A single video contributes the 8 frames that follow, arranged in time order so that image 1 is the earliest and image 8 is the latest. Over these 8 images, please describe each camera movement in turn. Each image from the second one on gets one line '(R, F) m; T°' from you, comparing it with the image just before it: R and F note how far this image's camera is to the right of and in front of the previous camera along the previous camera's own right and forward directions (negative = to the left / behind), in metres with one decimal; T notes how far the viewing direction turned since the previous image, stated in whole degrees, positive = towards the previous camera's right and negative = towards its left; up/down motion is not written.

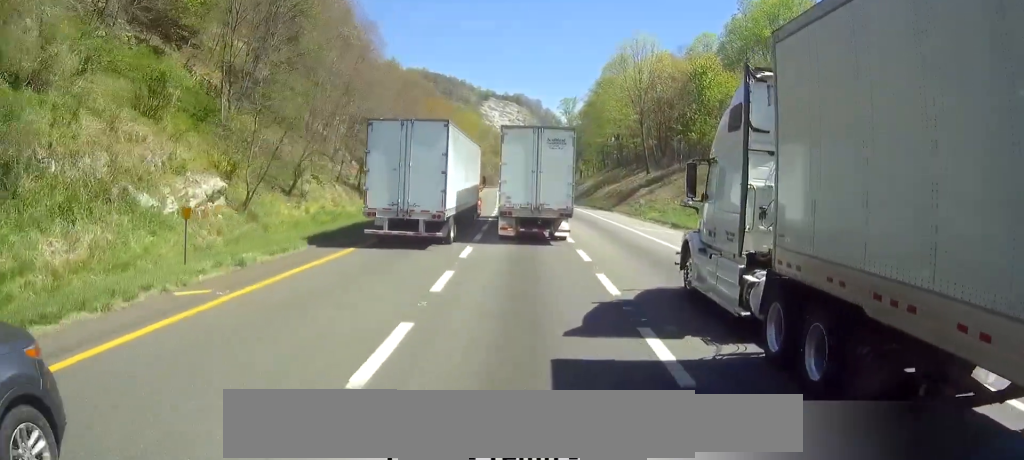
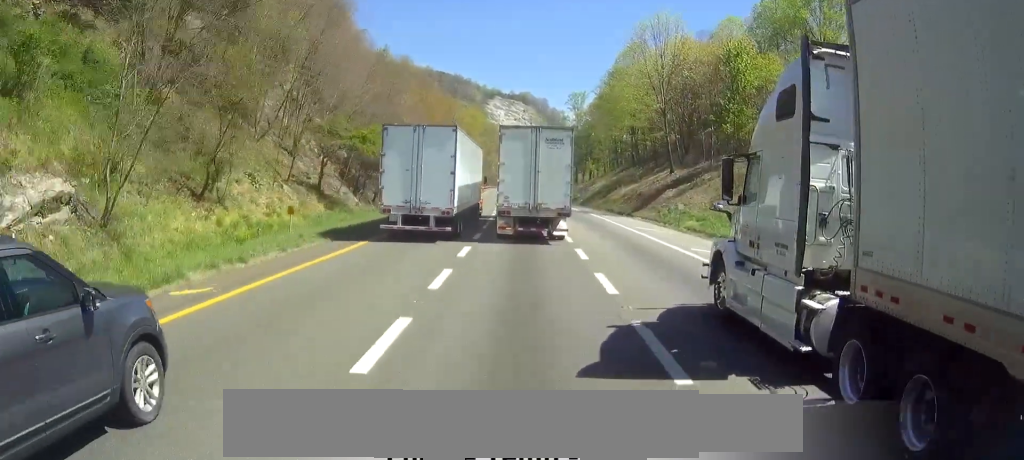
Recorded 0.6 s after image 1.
(-0.3, +11.5) m; -2°
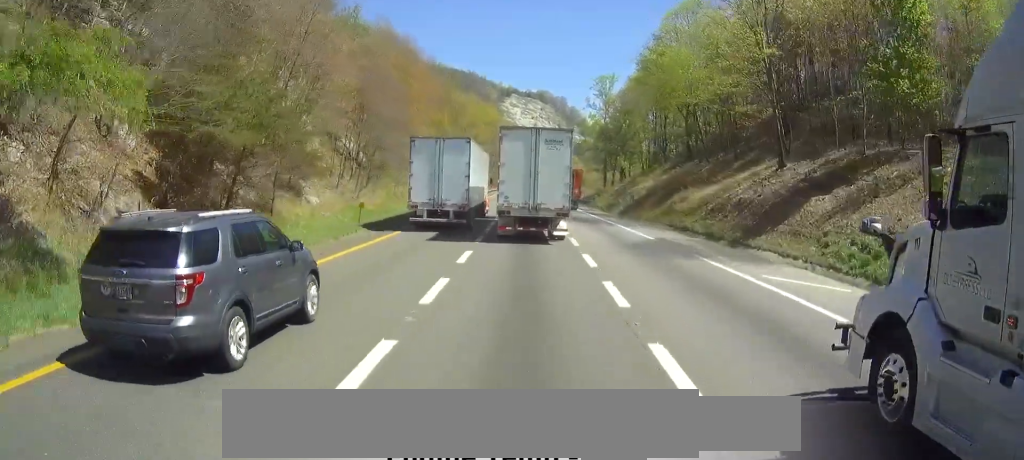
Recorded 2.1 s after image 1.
(-0.5, +31.8) m; -1°
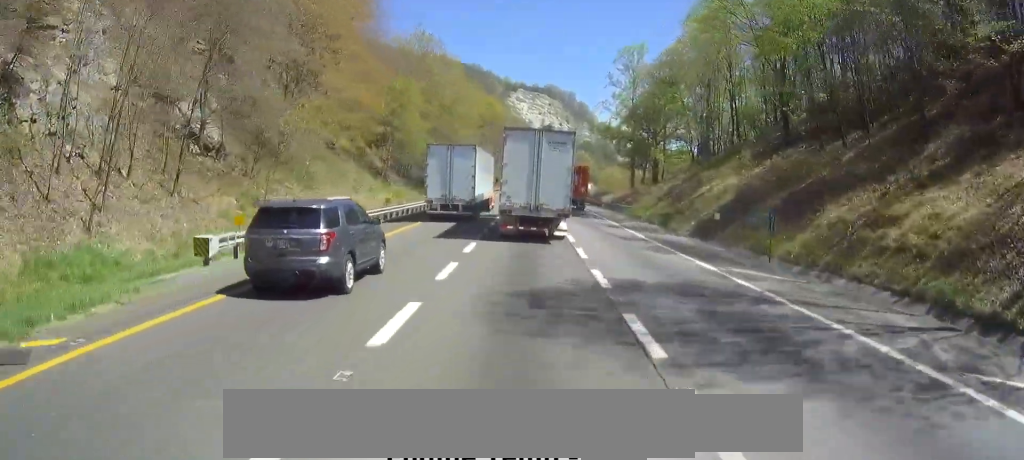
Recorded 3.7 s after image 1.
(0.0, +35.0) m; 0°
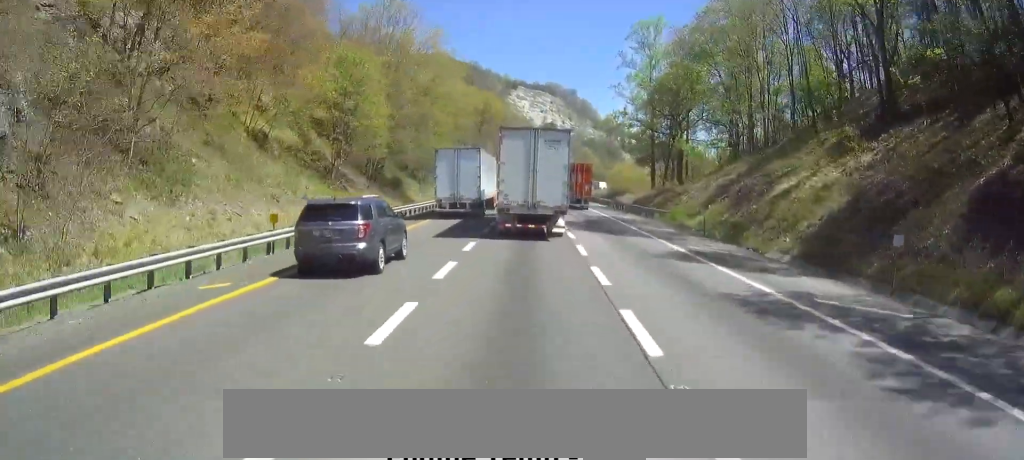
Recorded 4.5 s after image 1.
(0.0, +19.3) m; 0°
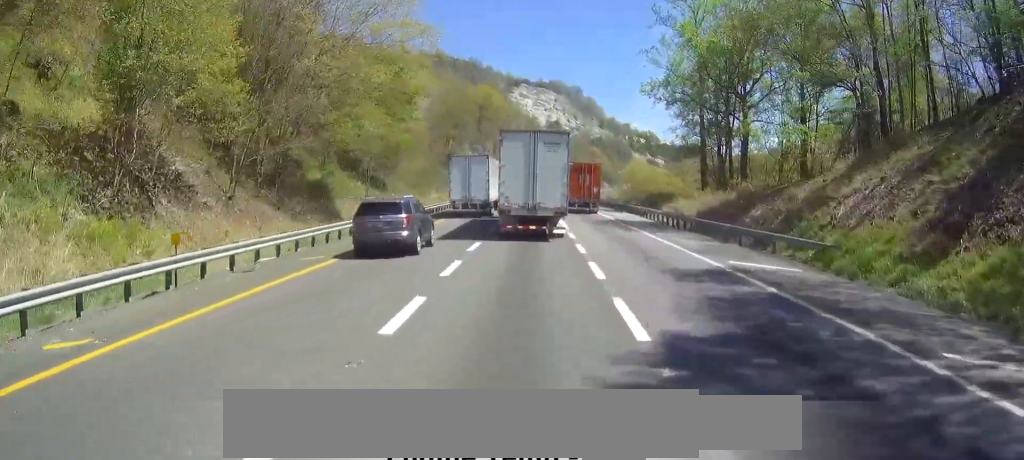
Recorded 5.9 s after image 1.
(-0.3, +30.8) m; -2°
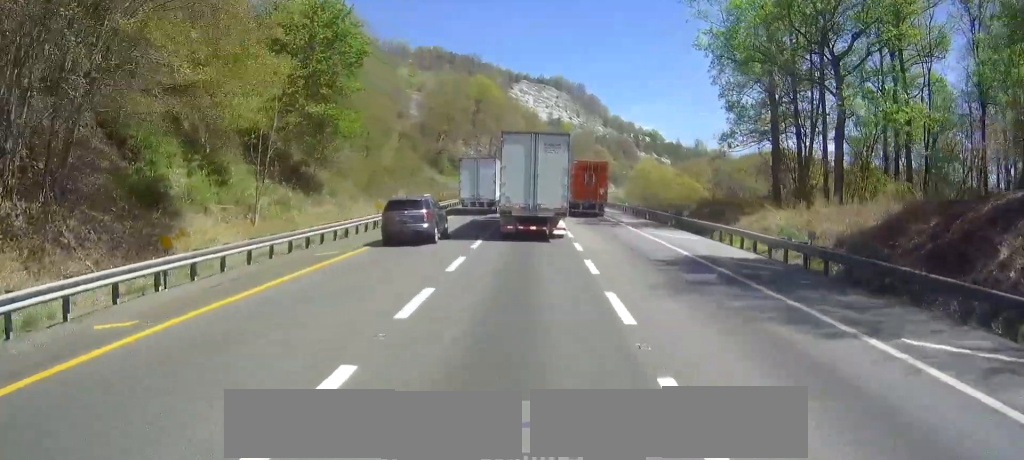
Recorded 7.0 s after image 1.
(-0.5, +22.8) m; -2°
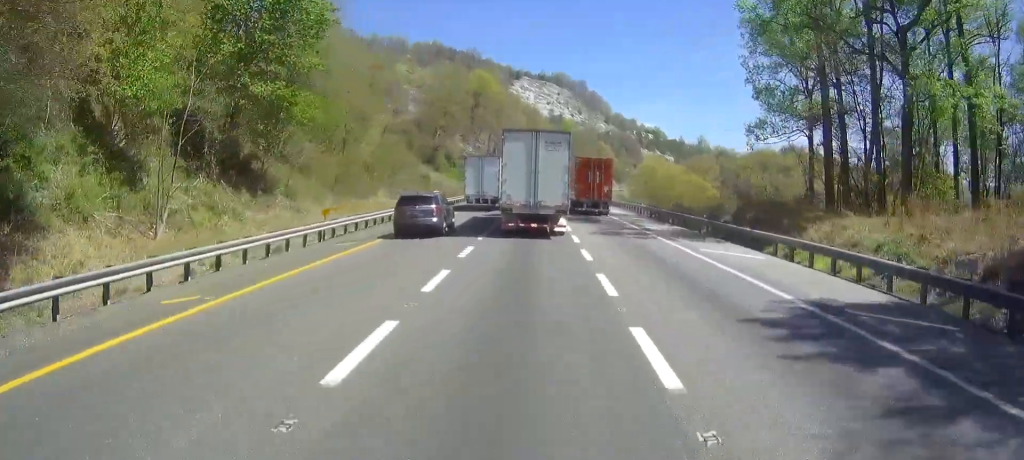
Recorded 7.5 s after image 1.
(-0.1, +9.7) m; -1°
